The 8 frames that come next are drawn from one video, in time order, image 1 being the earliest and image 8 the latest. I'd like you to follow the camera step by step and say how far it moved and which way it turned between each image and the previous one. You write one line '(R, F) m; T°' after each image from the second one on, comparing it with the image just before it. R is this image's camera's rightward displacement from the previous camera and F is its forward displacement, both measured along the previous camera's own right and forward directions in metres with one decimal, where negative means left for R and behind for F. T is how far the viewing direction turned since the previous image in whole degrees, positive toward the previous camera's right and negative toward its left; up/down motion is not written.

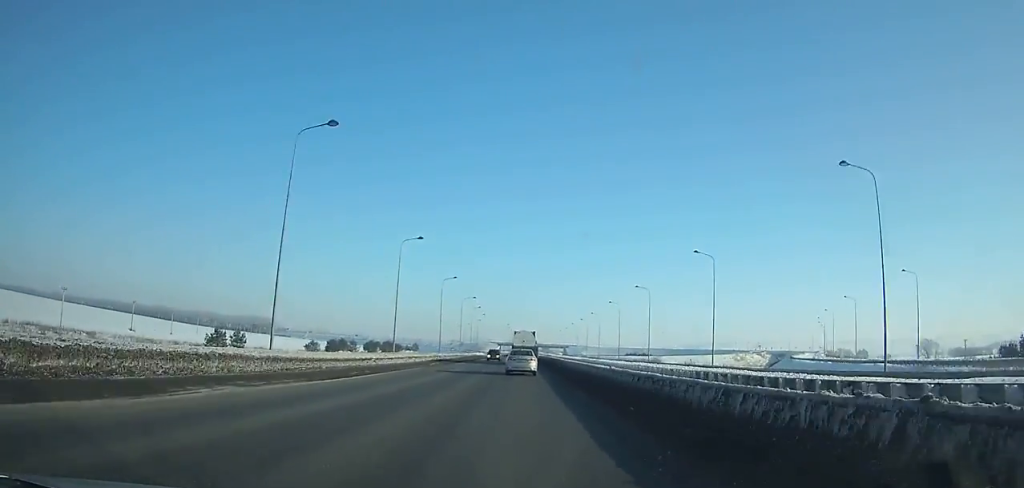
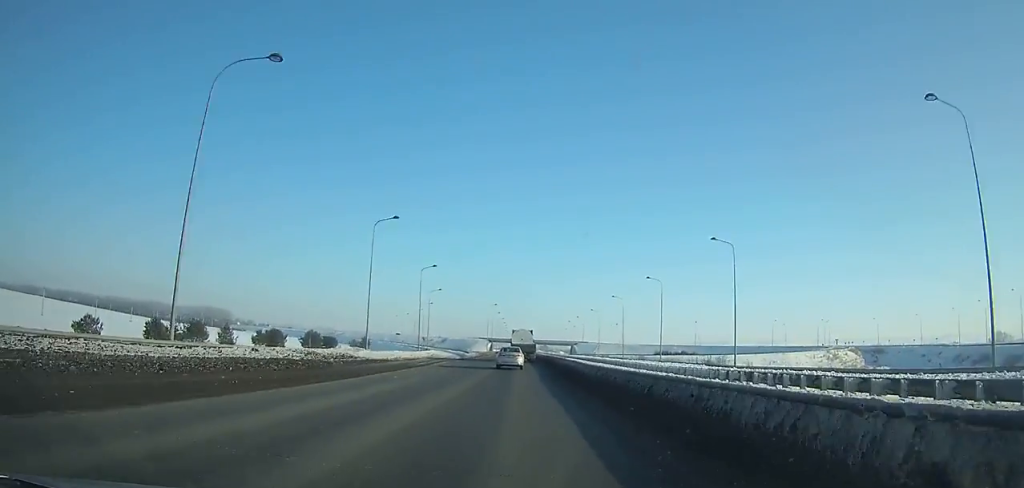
(+0.2, +93.5) m; 0°
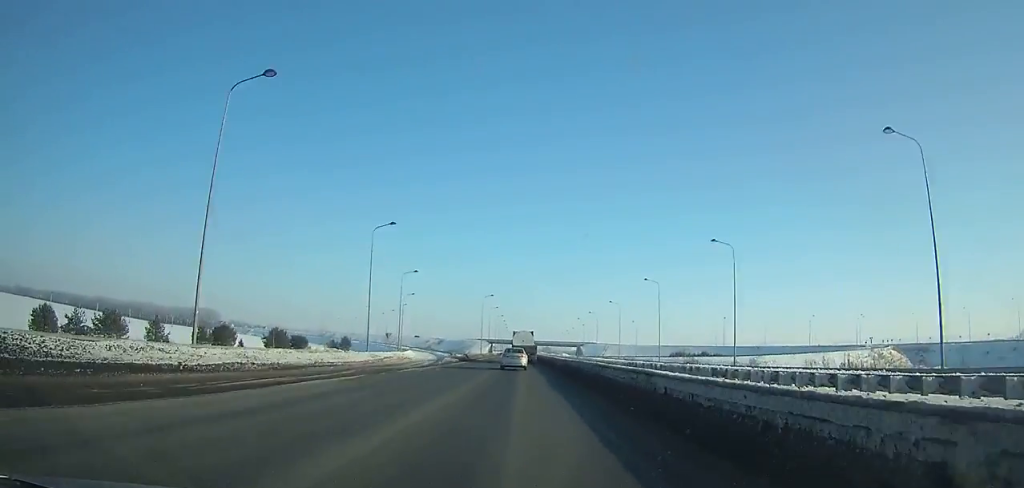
(0.0, +27.9) m; 0°
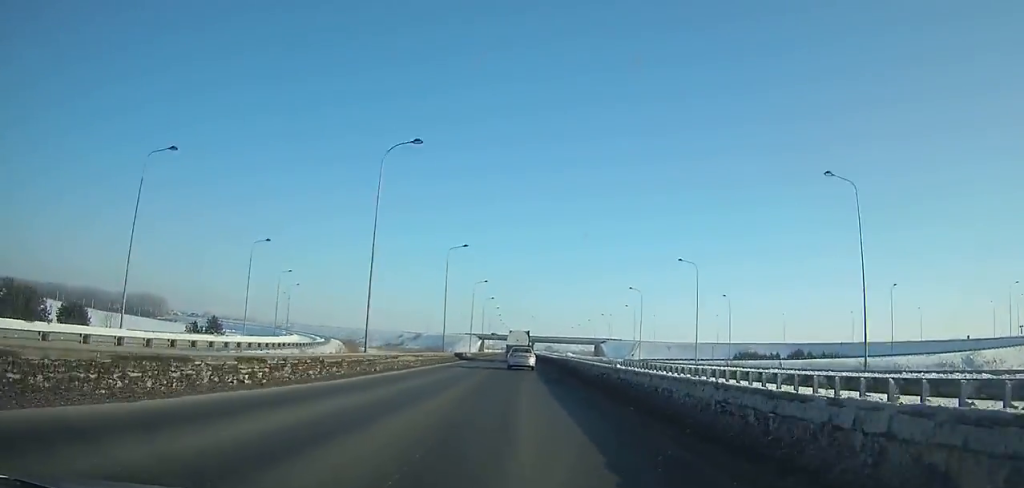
(+0.1, +85.0) m; 0°
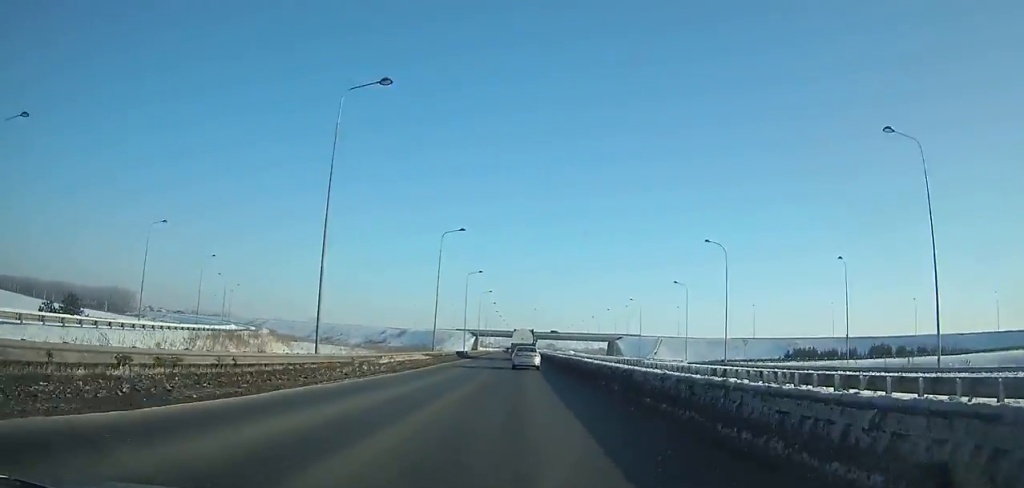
(-0.2, +39.7) m; 0°
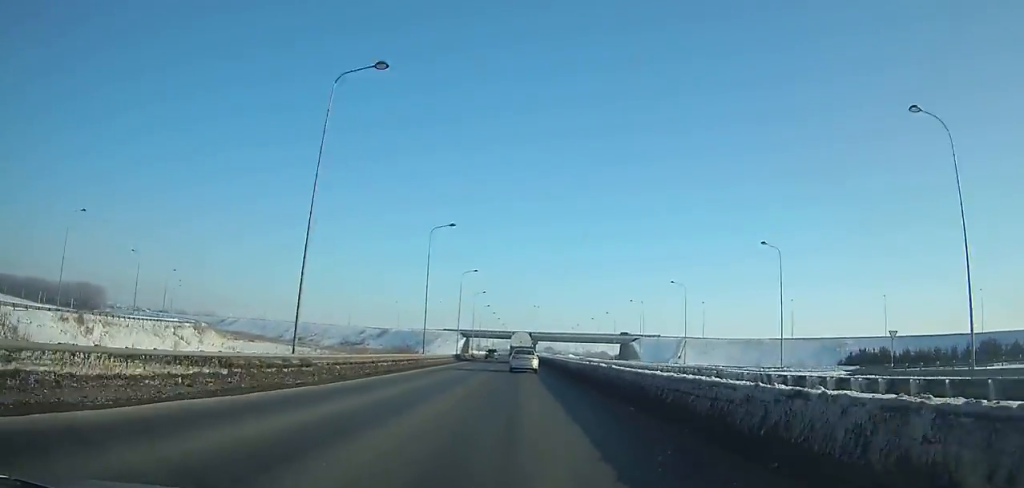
(0.0, +32.7) m; 0°
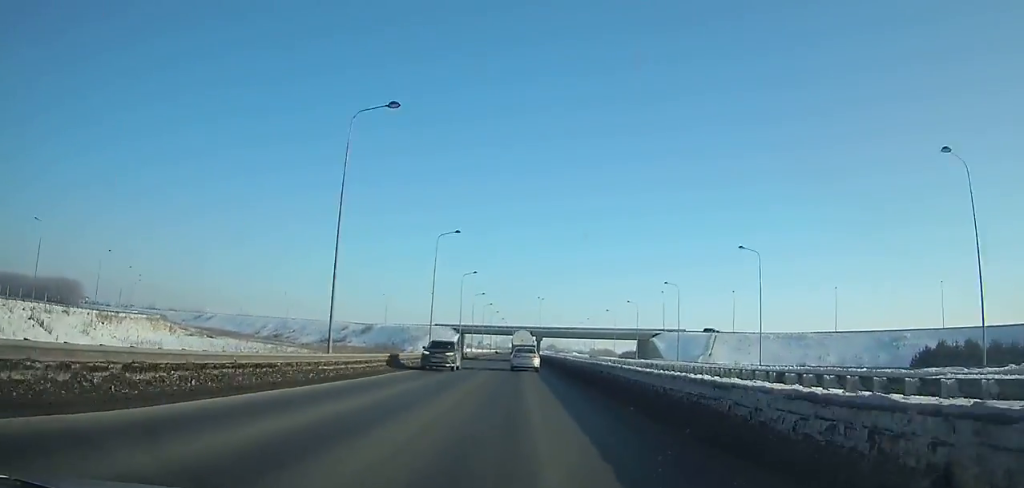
(+0.1, +25.6) m; 0°
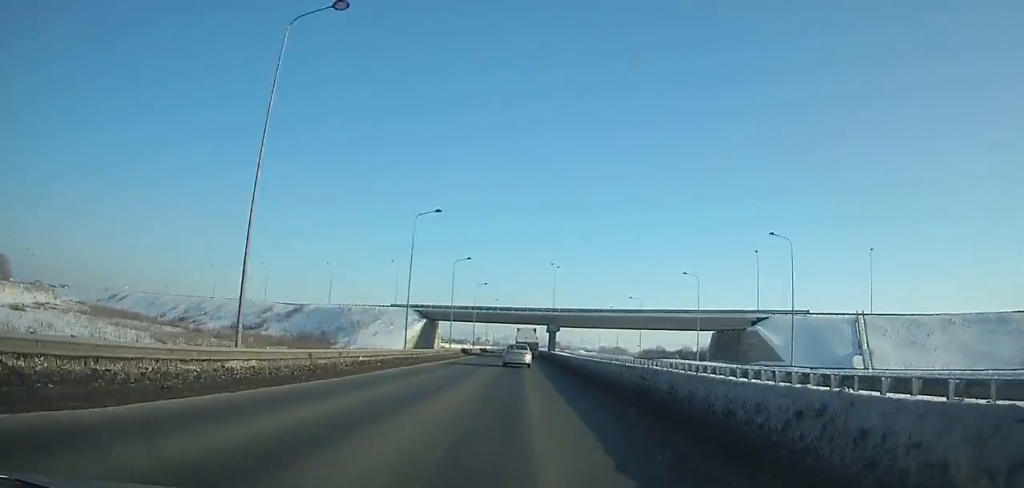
(-0.3, +66.8) m; 0°
